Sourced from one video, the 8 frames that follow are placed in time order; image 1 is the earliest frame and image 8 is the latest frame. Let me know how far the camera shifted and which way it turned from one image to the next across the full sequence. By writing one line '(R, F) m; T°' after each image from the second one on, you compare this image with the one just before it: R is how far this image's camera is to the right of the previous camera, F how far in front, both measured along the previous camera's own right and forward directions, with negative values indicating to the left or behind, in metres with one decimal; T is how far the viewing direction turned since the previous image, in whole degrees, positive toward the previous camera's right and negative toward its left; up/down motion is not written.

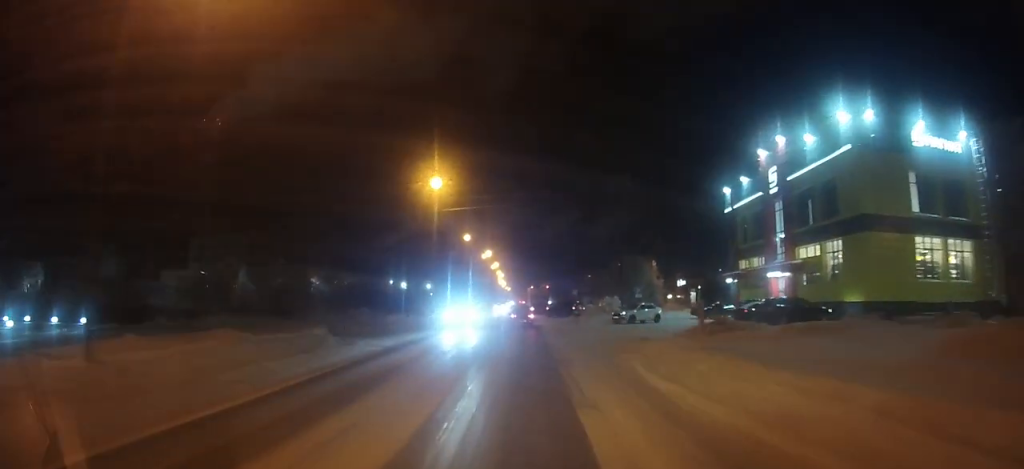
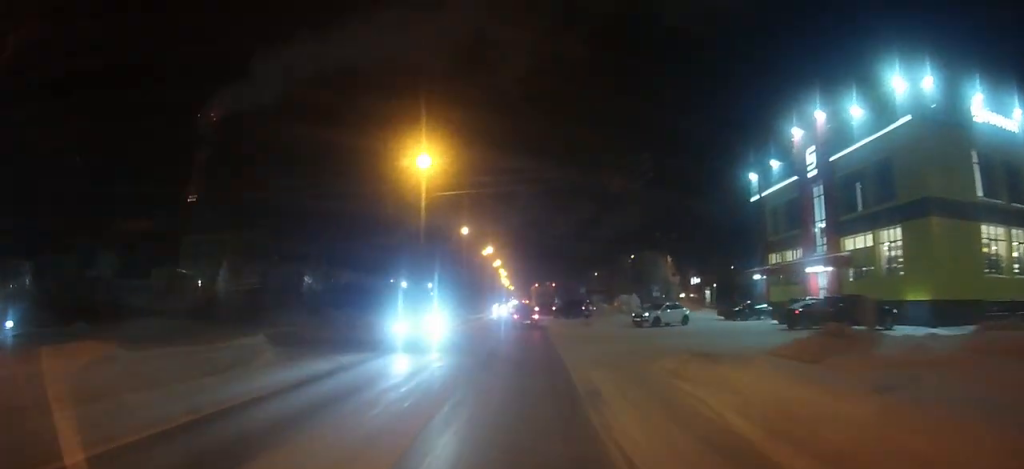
(0.0, +7.1) m; 0°
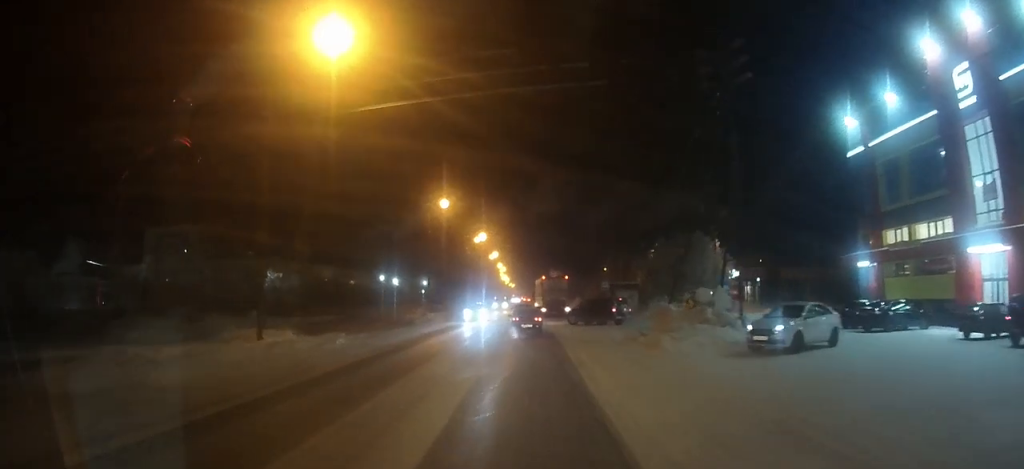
(-0.2, +19.6) m; 0°
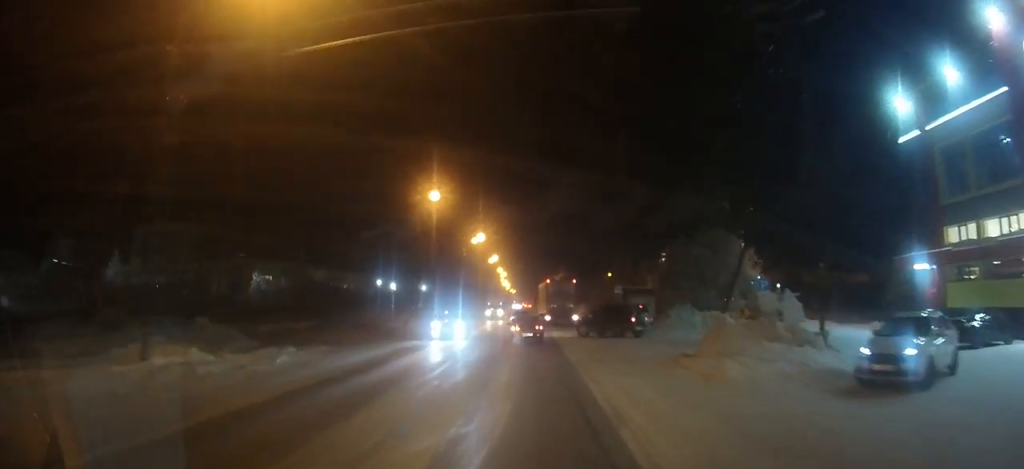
(0.0, +7.2) m; 0°
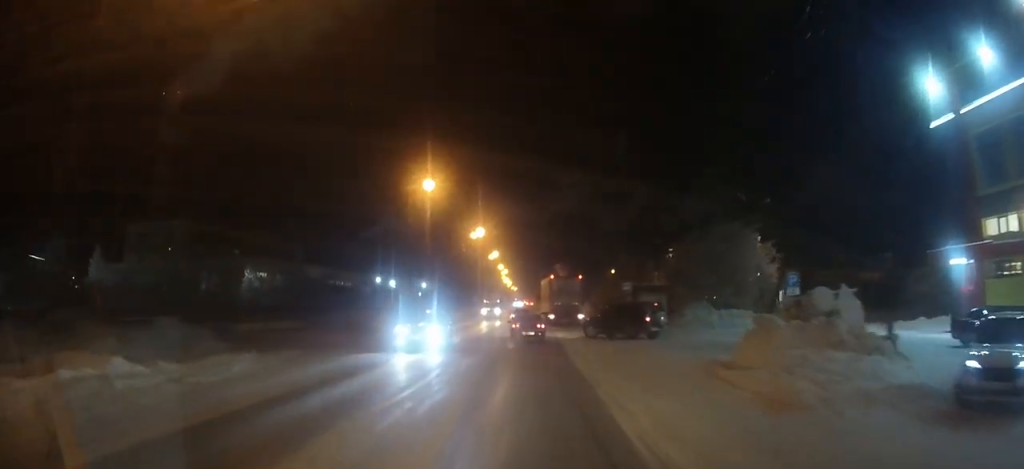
(0.0, +3.6) m; 0°
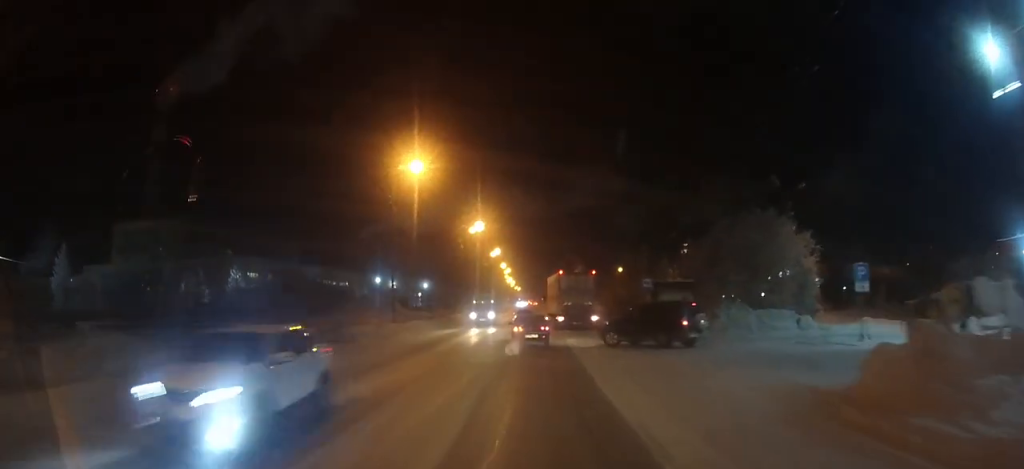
(0.0, +6.4) m; 0°
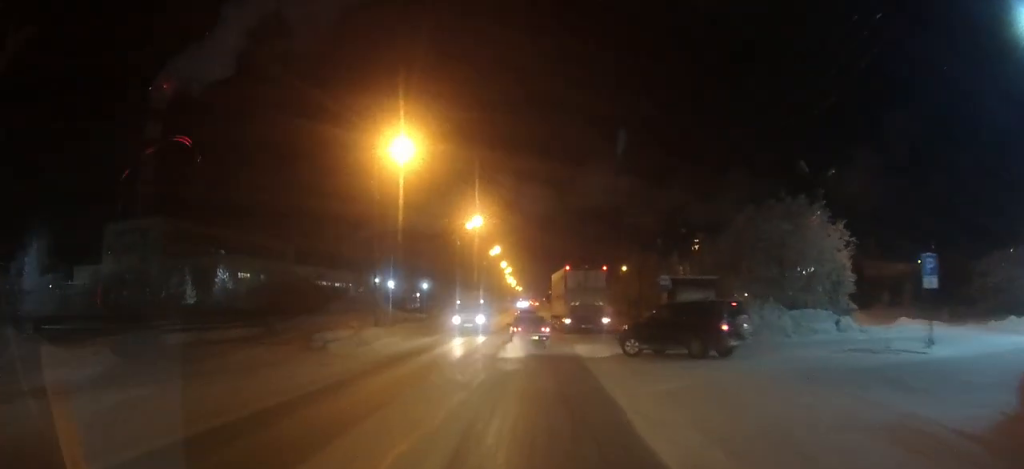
(0.0, +4.6) m; 0°
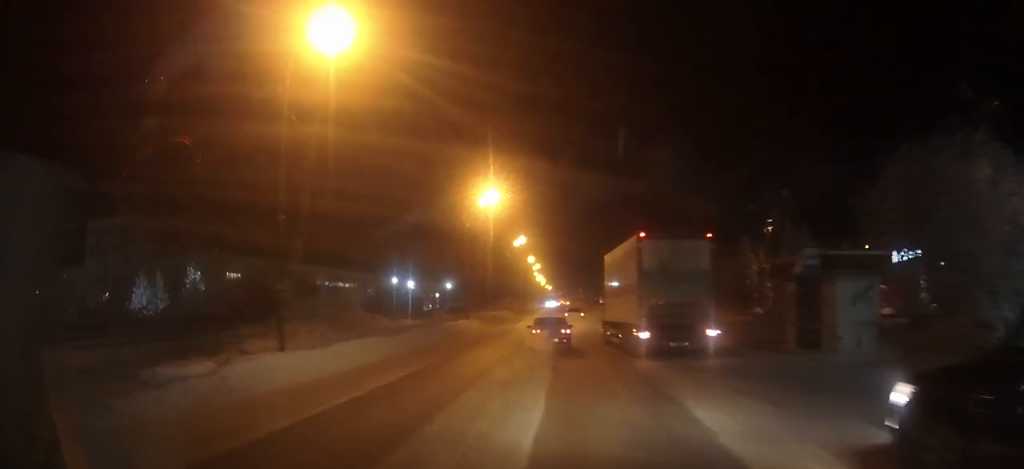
(-0.3, +15.7) m; -3°
